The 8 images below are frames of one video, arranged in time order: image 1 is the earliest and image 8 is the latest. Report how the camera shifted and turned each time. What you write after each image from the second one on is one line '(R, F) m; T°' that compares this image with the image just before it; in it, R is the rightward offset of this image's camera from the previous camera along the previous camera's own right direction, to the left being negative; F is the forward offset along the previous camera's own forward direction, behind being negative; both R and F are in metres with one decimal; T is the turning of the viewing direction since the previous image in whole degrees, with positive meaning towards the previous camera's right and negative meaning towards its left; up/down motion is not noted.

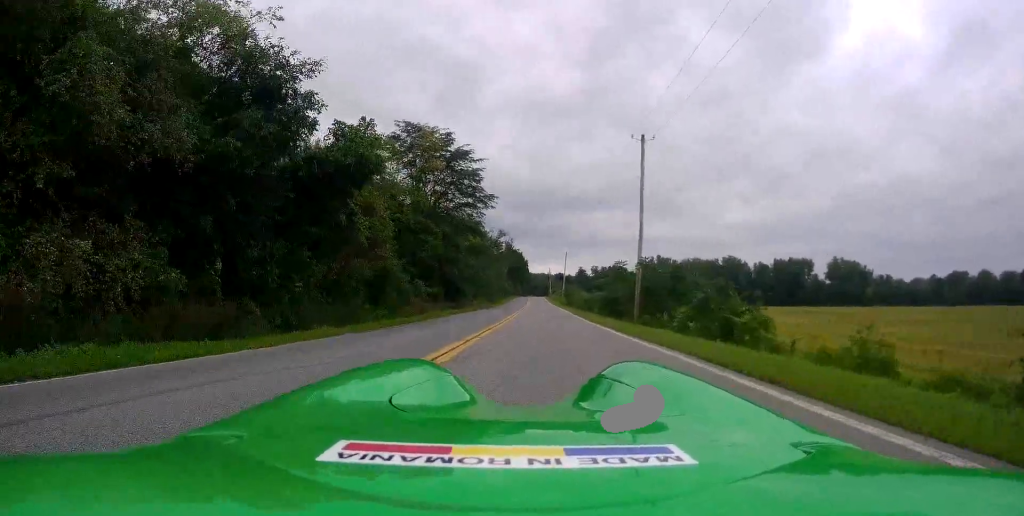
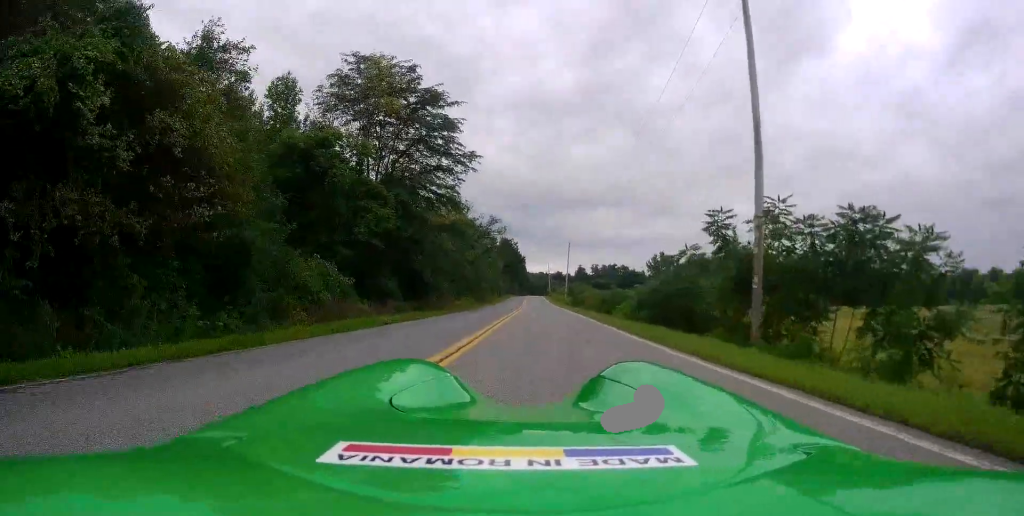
(+0.1, +16.3) m; 0°
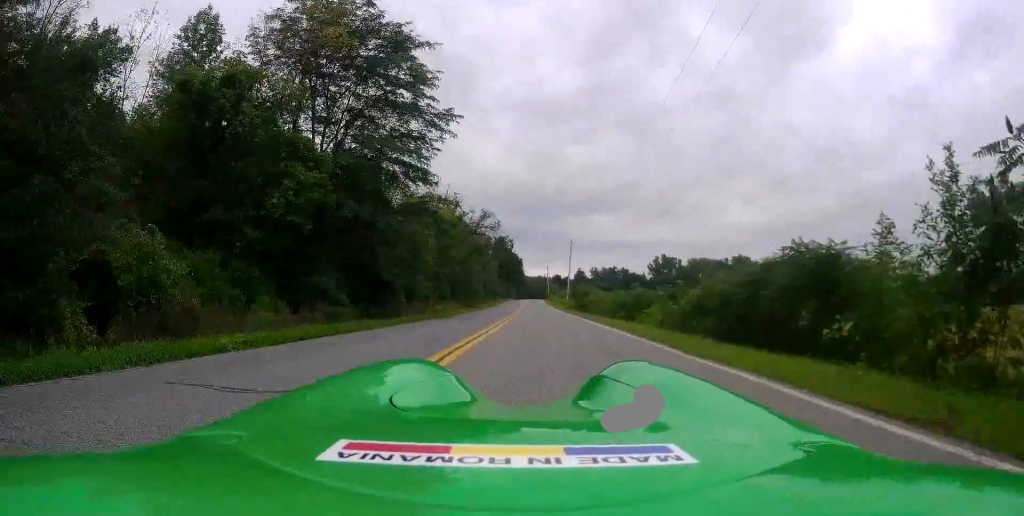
(-0.1, +10.3) m; +1°
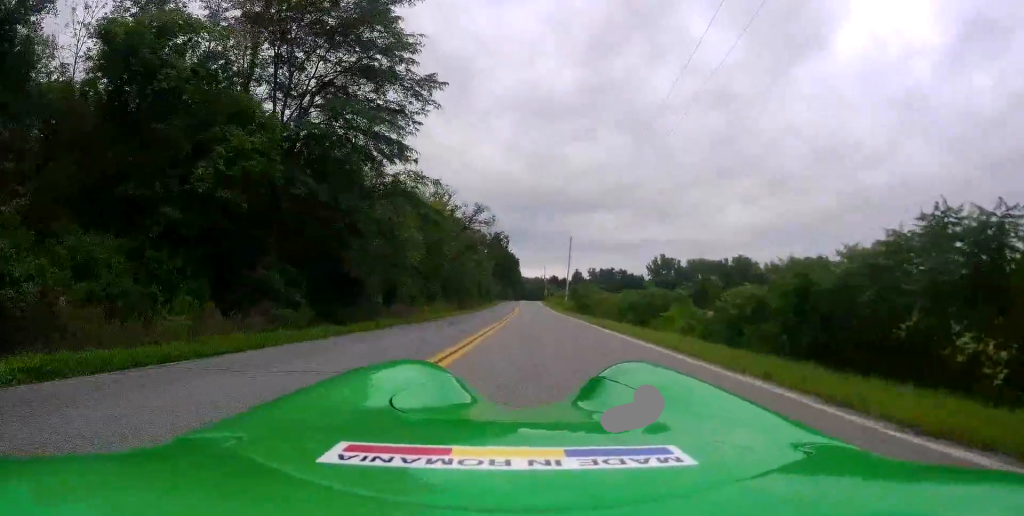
(+0.1, +4.8) m; +1°
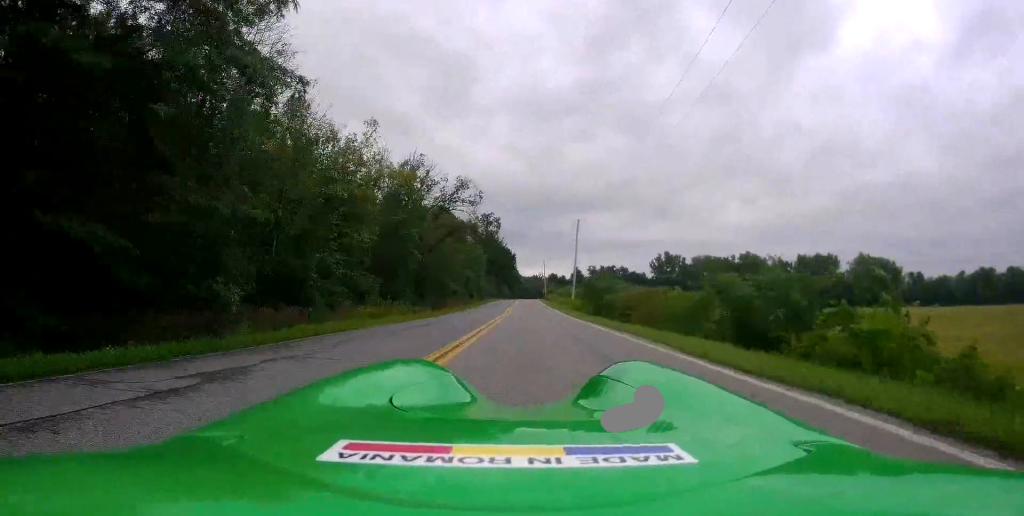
(+0.1, +15.6) m; 0°
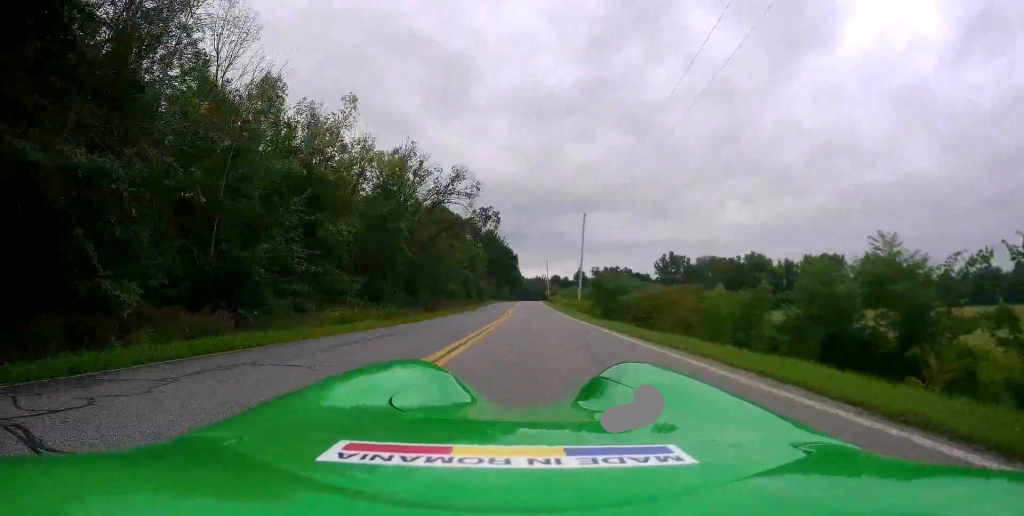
(0.0, +5.0) m; 0°
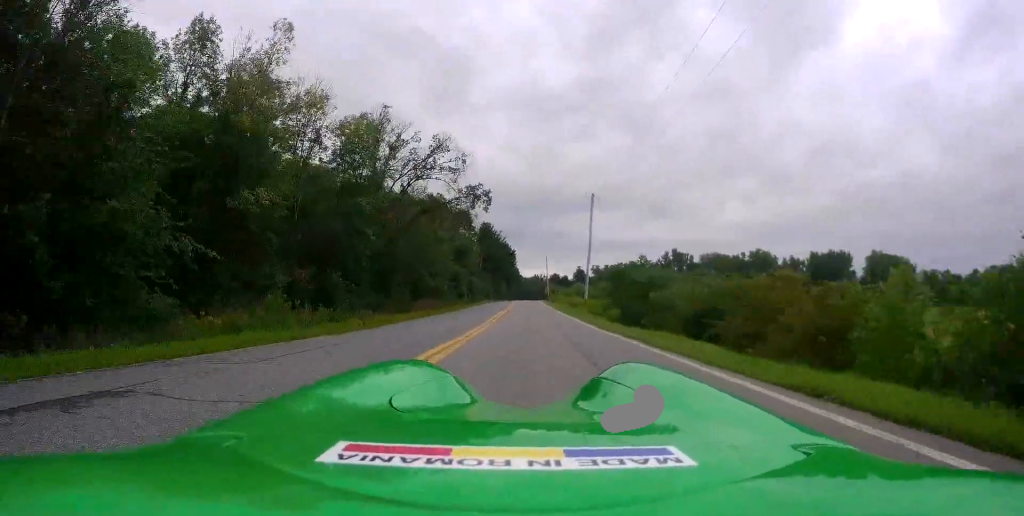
(0.0, +9.6) m; -2°
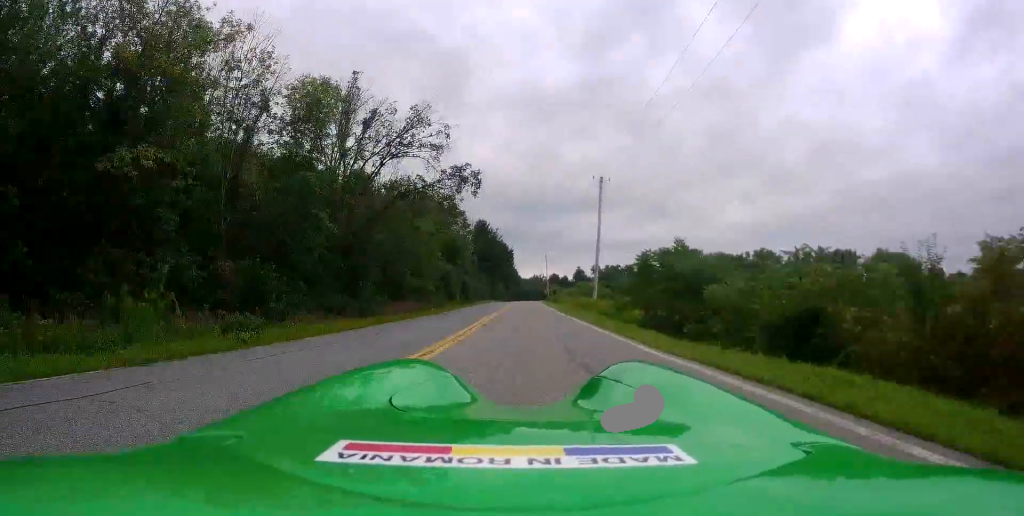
(-0.3, +8.0) m; 0°
